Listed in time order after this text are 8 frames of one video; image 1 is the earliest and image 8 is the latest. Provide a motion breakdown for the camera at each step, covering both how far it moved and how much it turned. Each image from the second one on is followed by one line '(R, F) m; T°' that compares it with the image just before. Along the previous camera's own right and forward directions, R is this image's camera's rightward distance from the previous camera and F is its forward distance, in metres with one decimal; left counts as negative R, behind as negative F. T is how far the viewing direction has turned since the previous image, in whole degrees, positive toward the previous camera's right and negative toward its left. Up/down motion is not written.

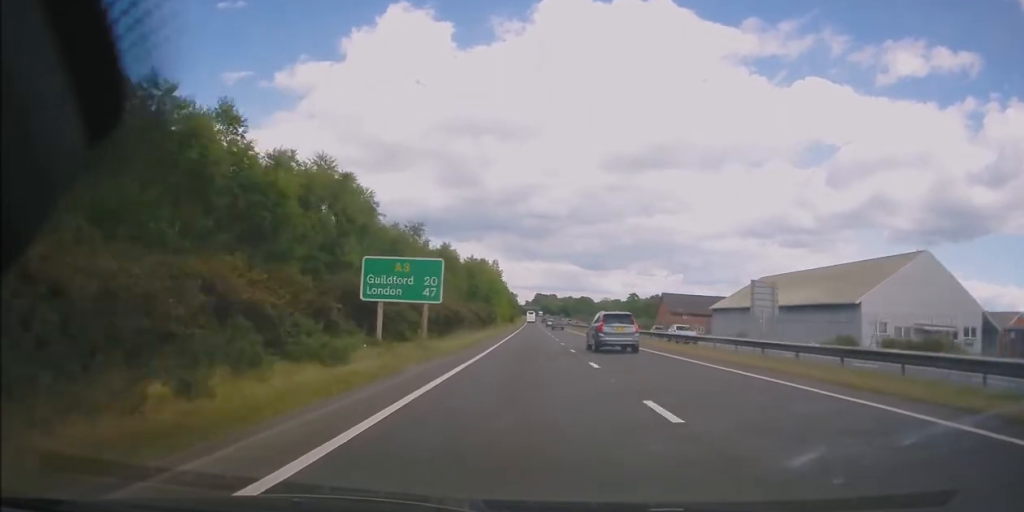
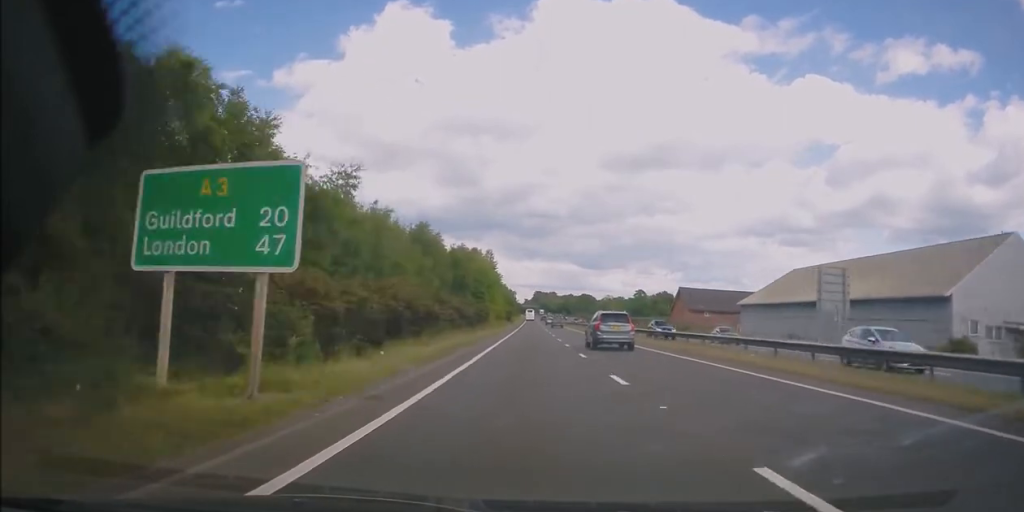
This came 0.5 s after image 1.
(-0.1, +14.2) m; 0°
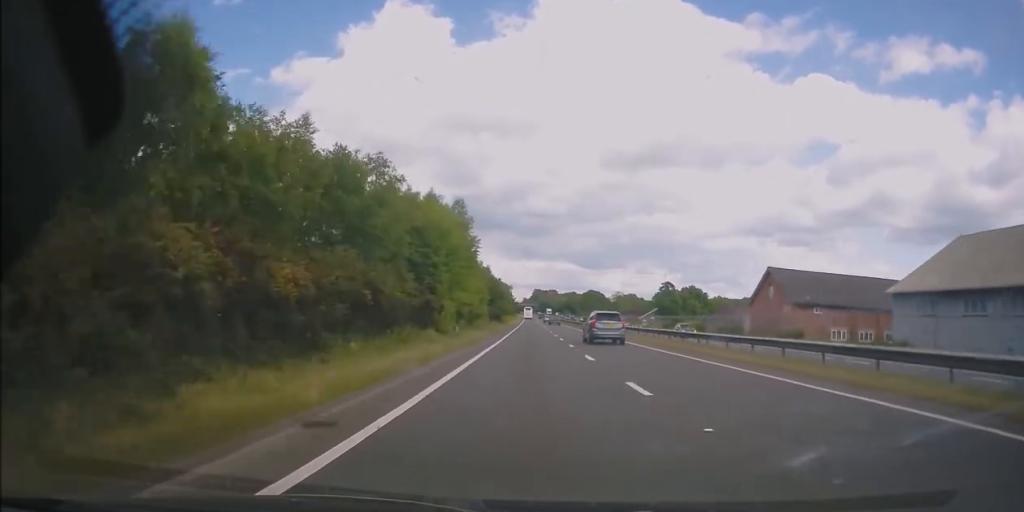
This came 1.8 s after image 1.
(+0.5, +39.4) m; 0°
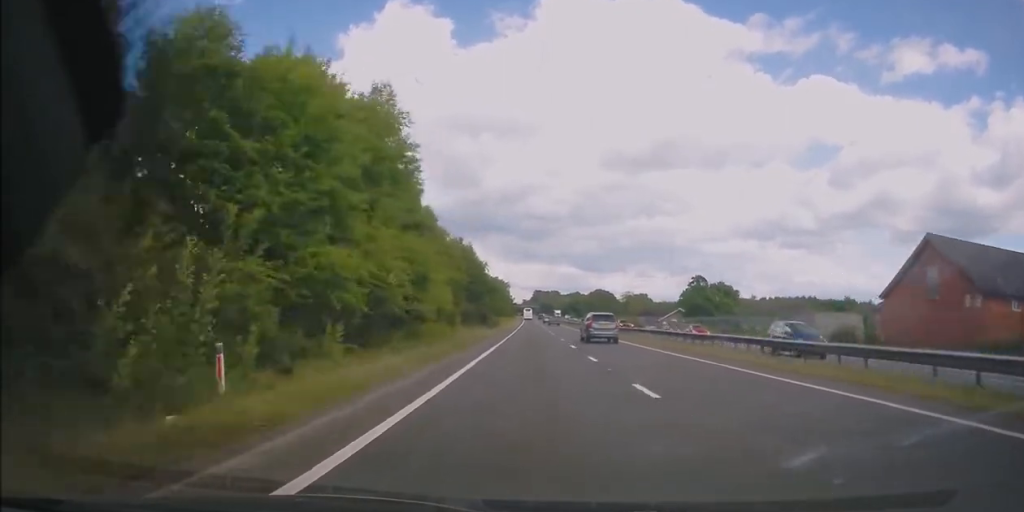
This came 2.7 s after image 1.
(-0.3, +28.3) m; 0°
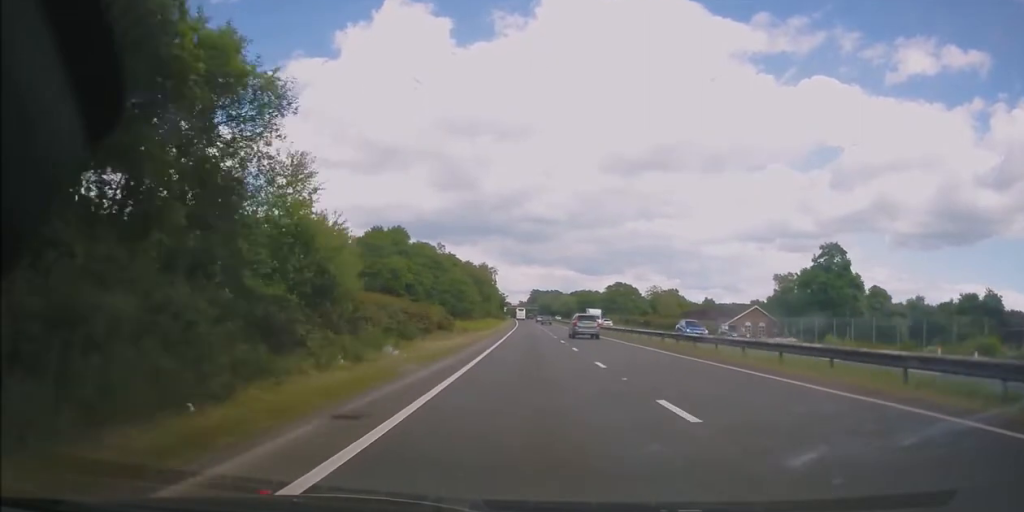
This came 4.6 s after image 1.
(-0.1, +58.5) m; -1°
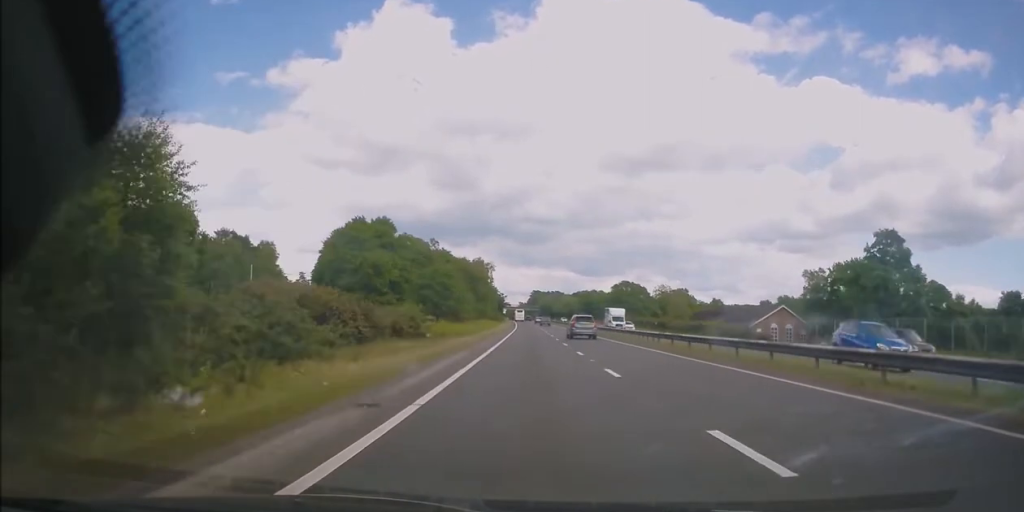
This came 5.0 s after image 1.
(0.0, +12.0) m; 0°
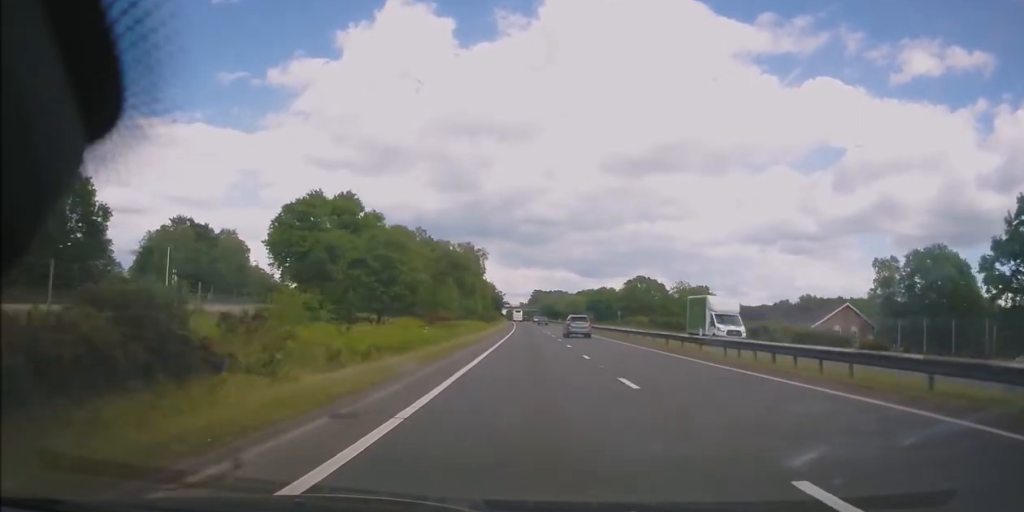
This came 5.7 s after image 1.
(0.0, +21.0) m; +1°
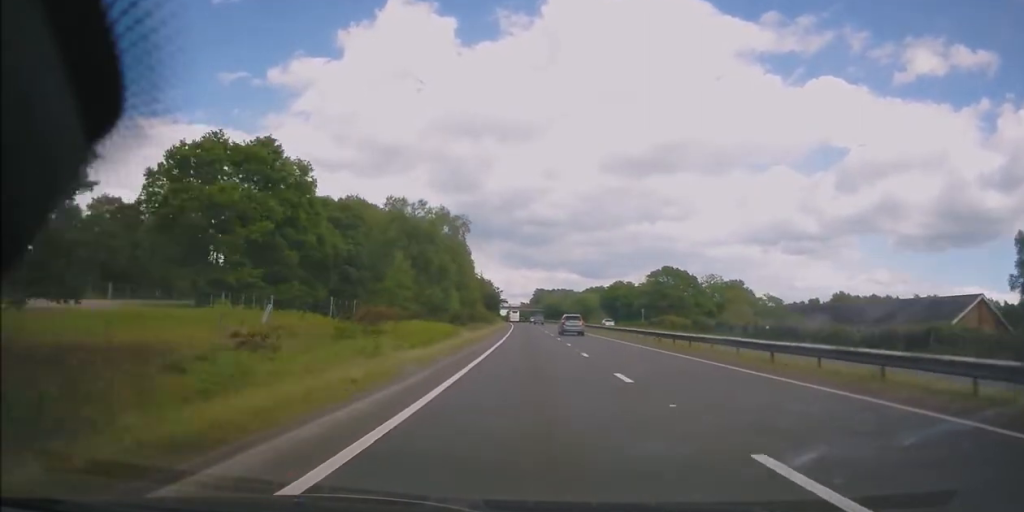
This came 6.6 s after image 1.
(+0.4, +26.8) m; 0°
